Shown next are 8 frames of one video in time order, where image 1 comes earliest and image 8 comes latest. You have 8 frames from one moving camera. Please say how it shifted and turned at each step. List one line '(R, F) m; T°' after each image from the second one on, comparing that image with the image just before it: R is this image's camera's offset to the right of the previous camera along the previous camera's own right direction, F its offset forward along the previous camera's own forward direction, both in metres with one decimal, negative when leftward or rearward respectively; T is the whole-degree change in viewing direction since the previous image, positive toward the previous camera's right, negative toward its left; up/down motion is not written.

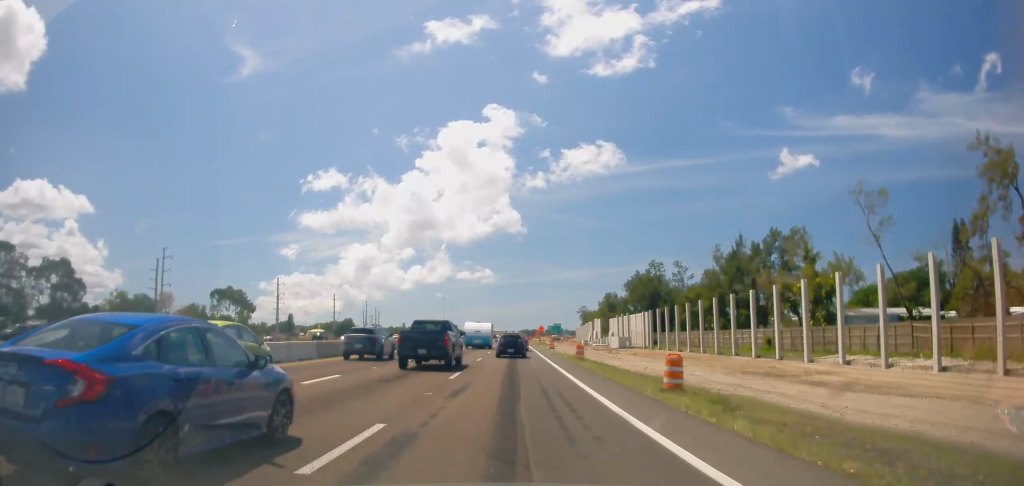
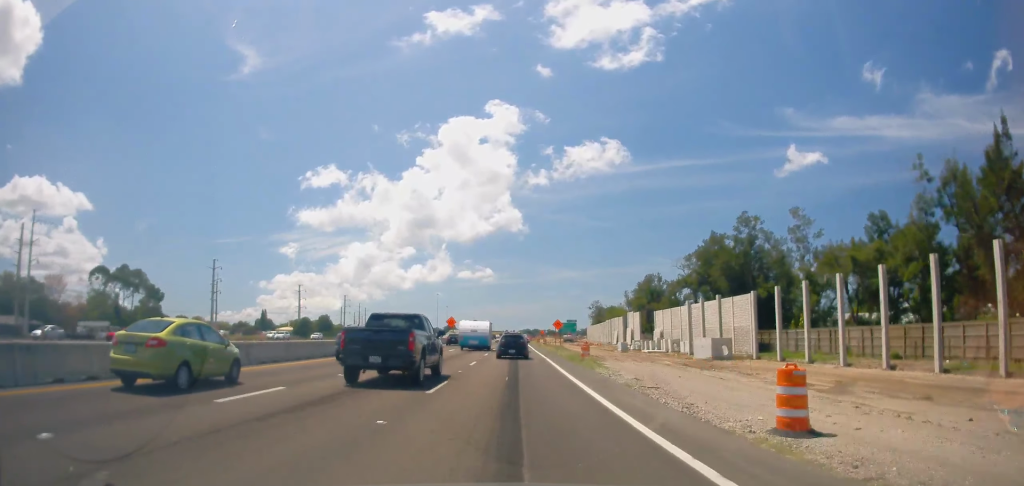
(0.0, +54.9) m; 0°
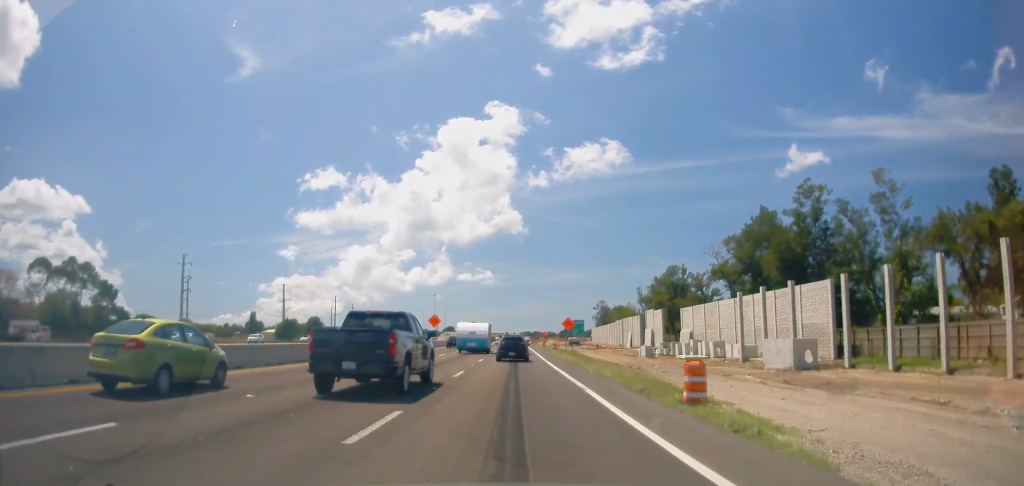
(+0.2, +19.0) m; 0°
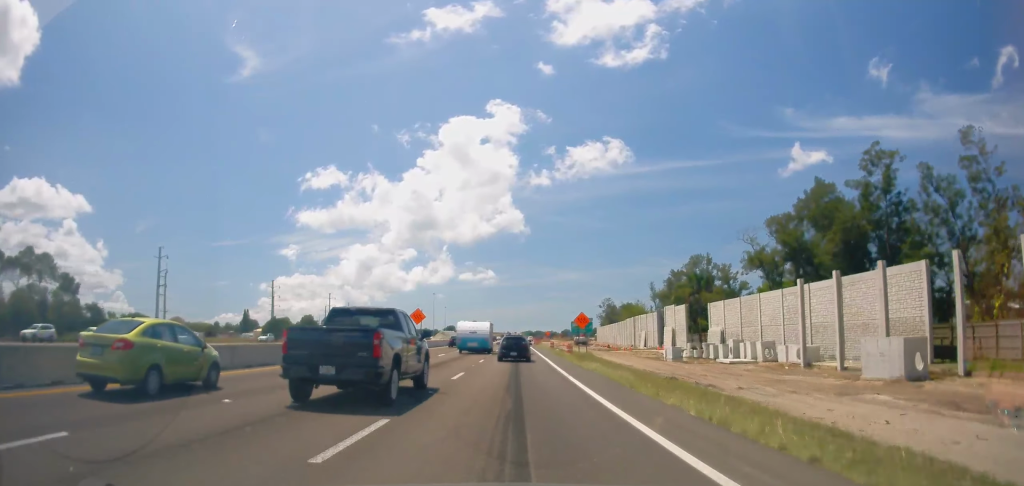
(+0.1, +13.7) m; 0°
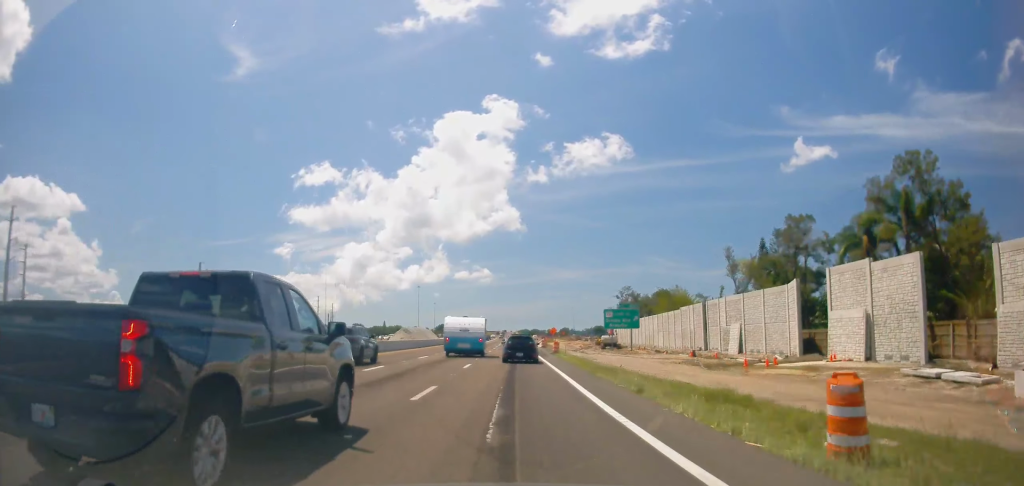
(-0.6, +56.8) m; -1°
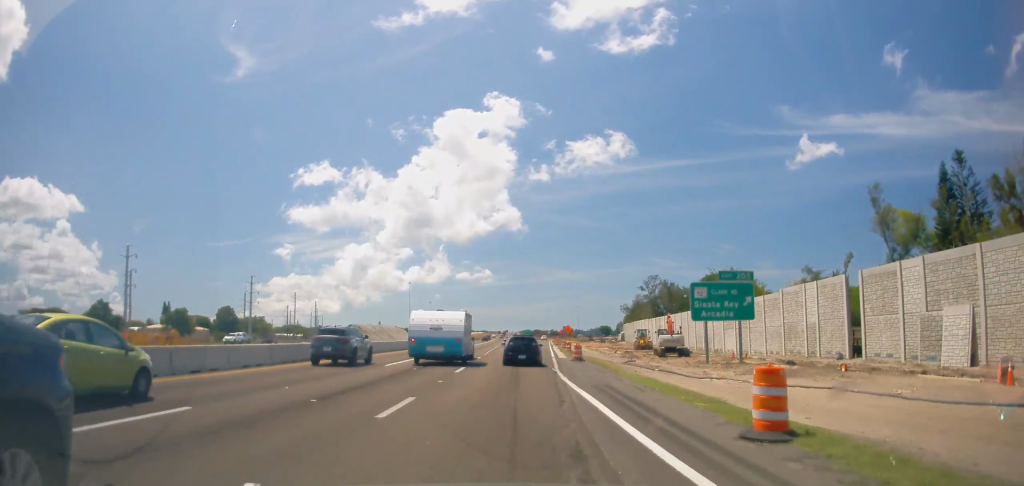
(+0.3, +40.4) m; 0°
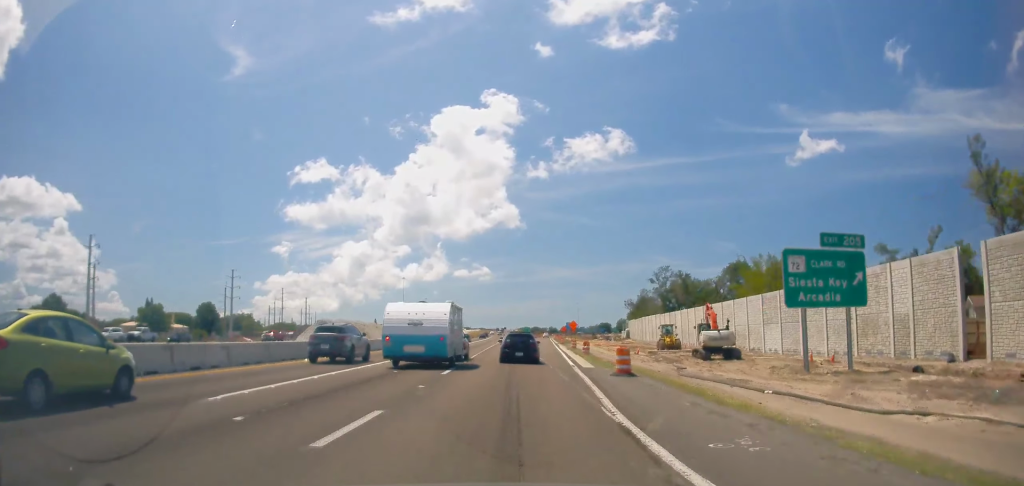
(-0.2, +15.3) m; +1°
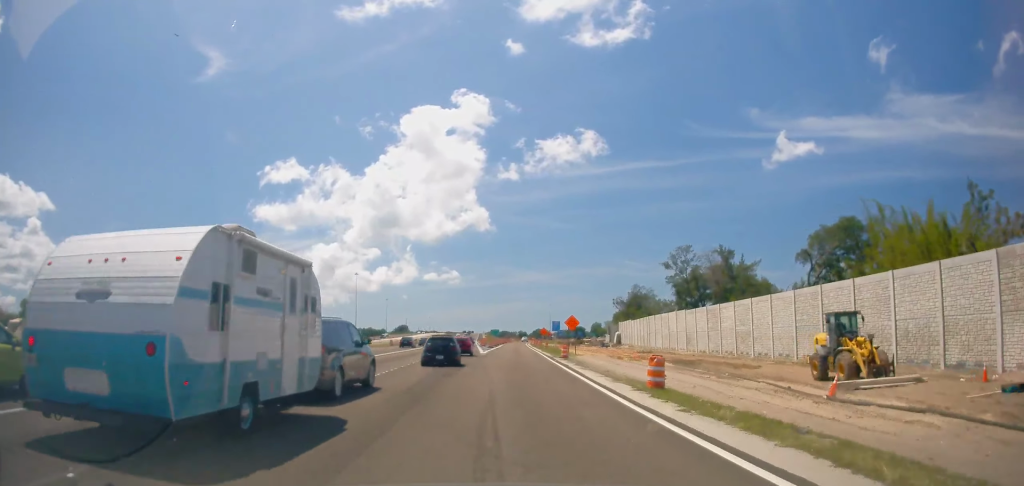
(+1.4, +44.7) m; +2°
